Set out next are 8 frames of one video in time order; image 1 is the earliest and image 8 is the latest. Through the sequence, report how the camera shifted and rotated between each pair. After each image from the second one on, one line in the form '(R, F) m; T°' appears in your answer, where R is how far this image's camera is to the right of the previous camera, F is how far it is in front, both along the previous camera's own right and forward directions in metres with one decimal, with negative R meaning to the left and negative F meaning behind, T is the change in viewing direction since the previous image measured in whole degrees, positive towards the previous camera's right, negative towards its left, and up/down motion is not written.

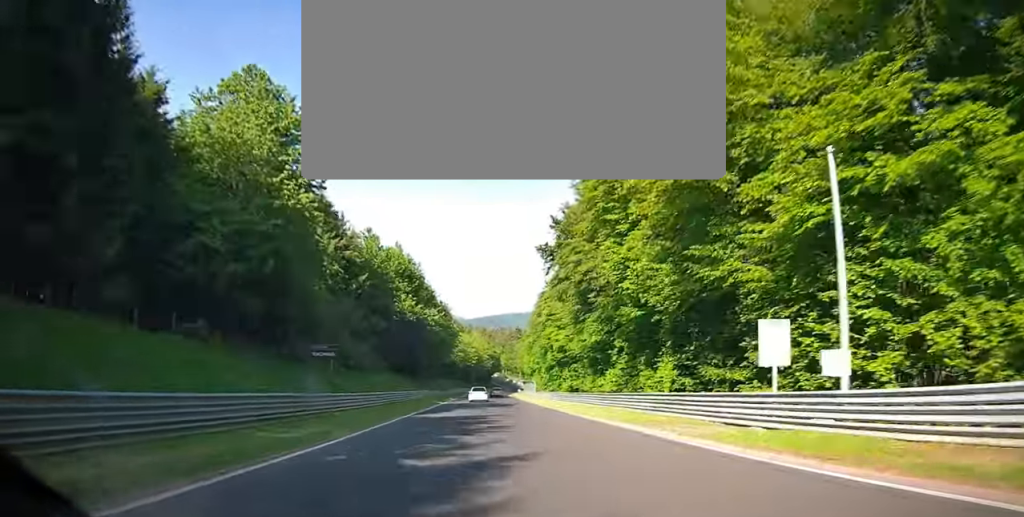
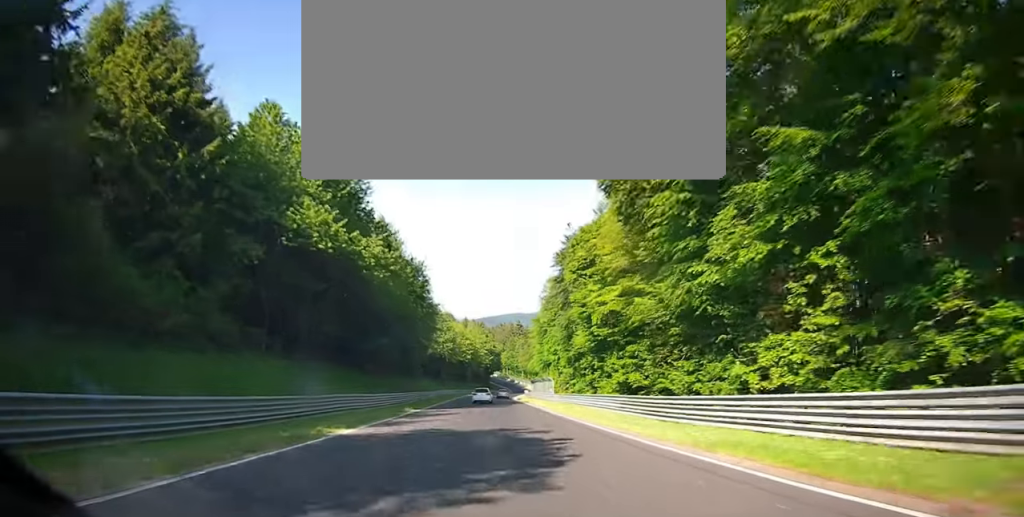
(-0.1, +32.1) m; -2°
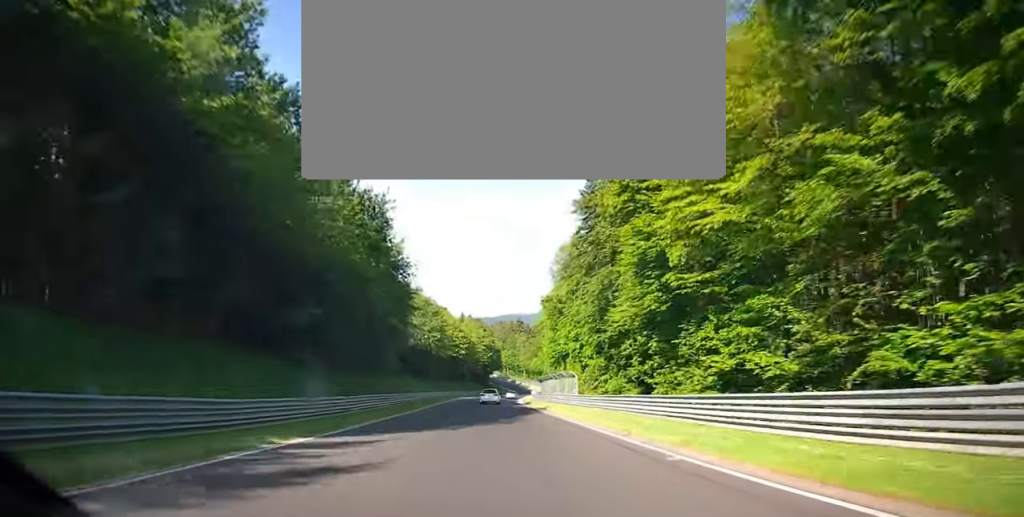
(-0.6, +21.4) m; -1°
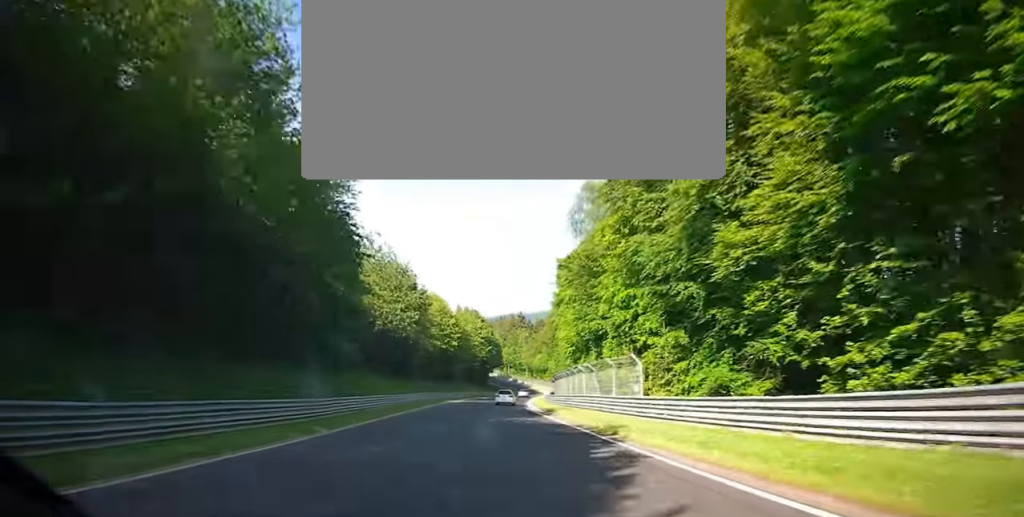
(-0.3, +22.2) m; -1°
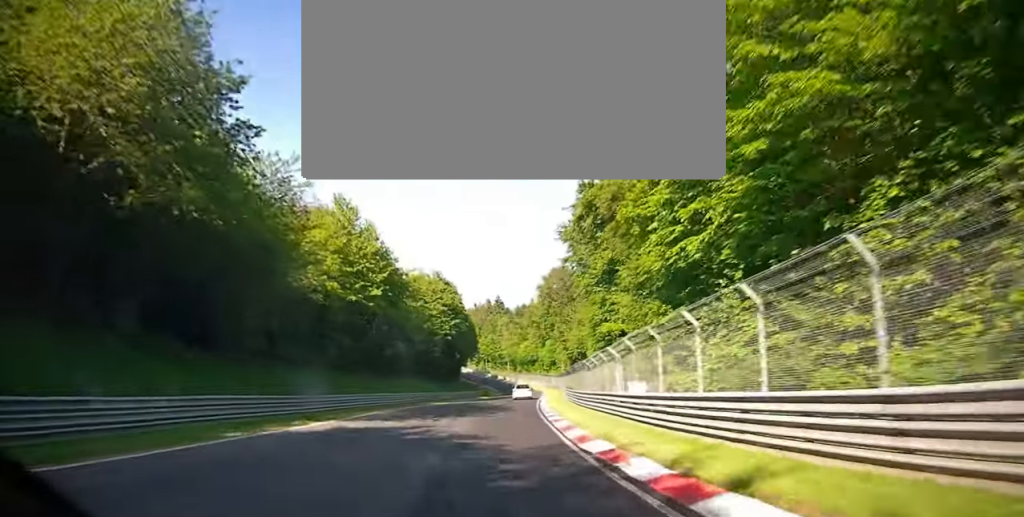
(-0.1, +47.3) m; +1°
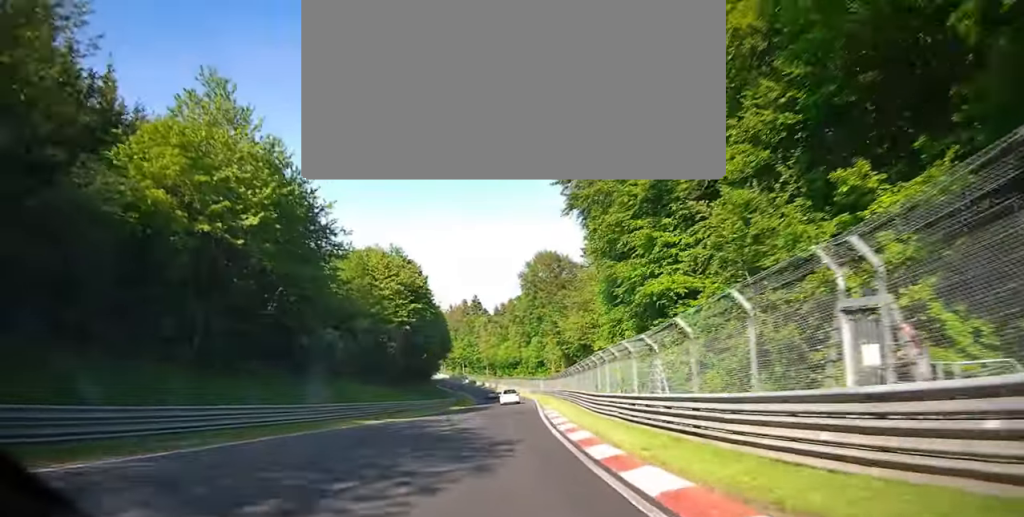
(+0.4, +20.5) m; +1°
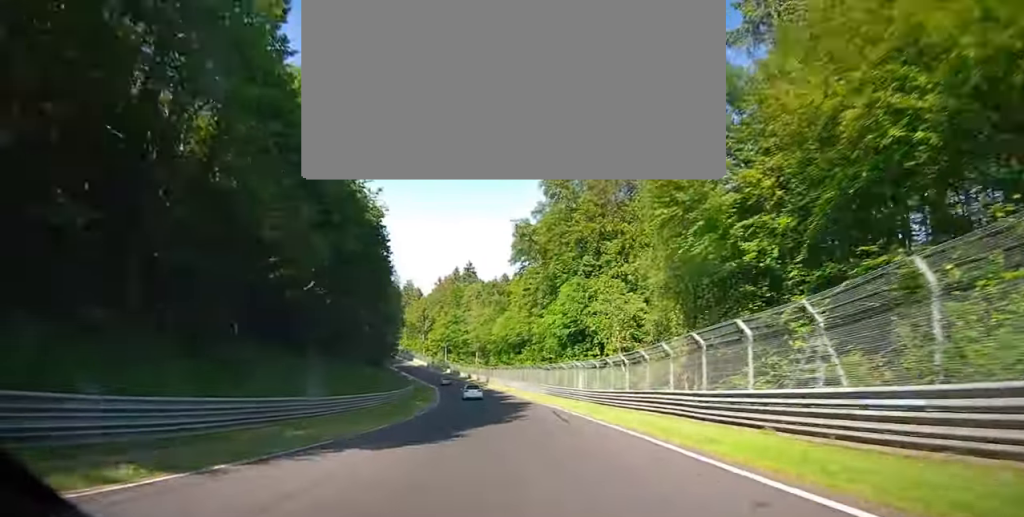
(+1.3, +55.5) m; +1°
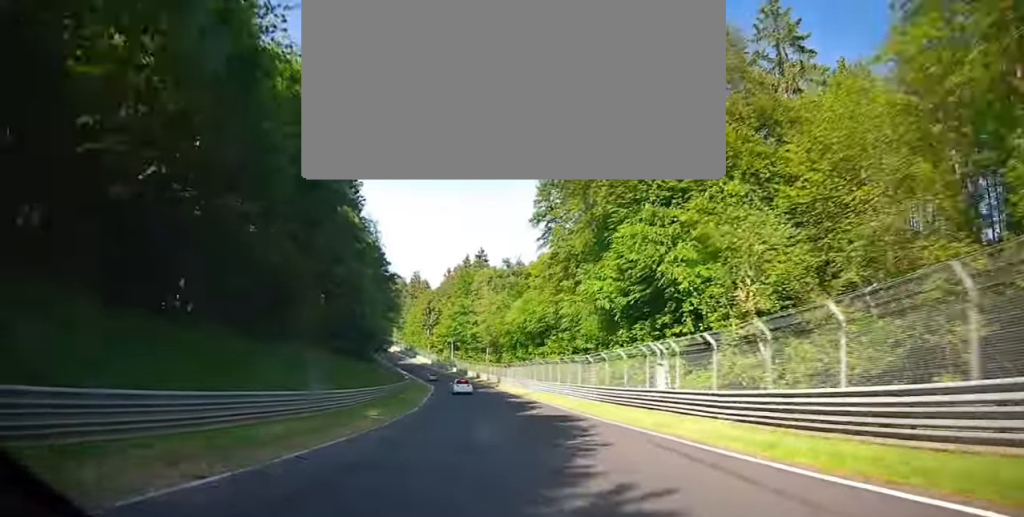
(0.0, +20.3) m; -1°
